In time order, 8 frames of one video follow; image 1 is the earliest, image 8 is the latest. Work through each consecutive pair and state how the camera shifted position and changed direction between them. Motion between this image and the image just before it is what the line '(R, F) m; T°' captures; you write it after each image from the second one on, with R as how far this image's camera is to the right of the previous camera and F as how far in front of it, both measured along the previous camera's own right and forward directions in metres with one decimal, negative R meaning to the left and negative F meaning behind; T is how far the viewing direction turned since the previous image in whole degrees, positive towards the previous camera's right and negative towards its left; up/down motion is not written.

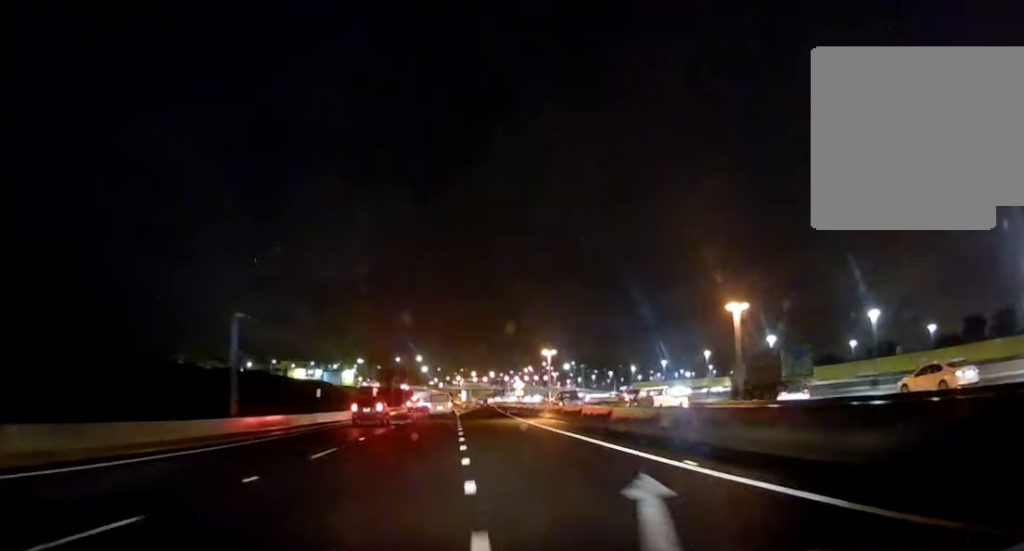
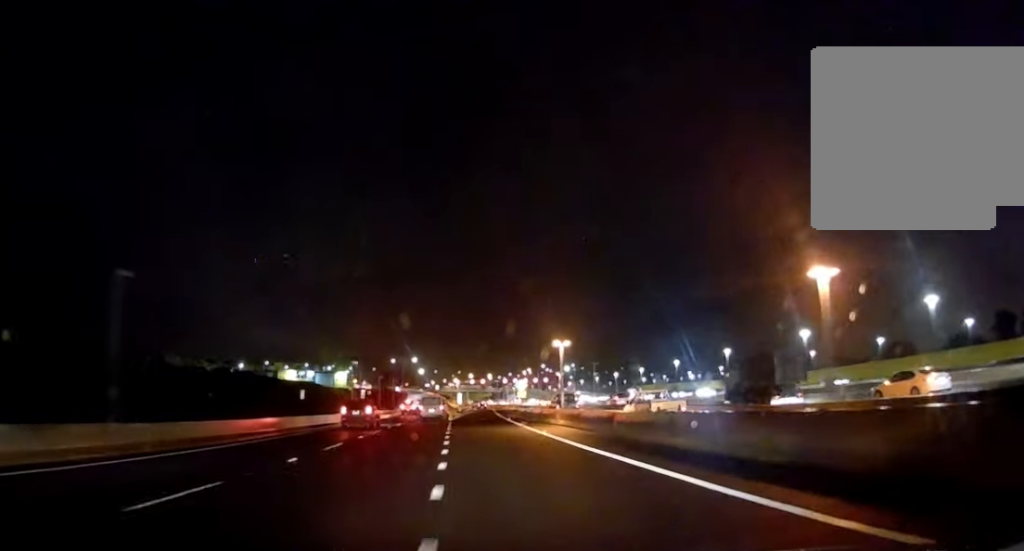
(-0.4, +8.3) m; 0°
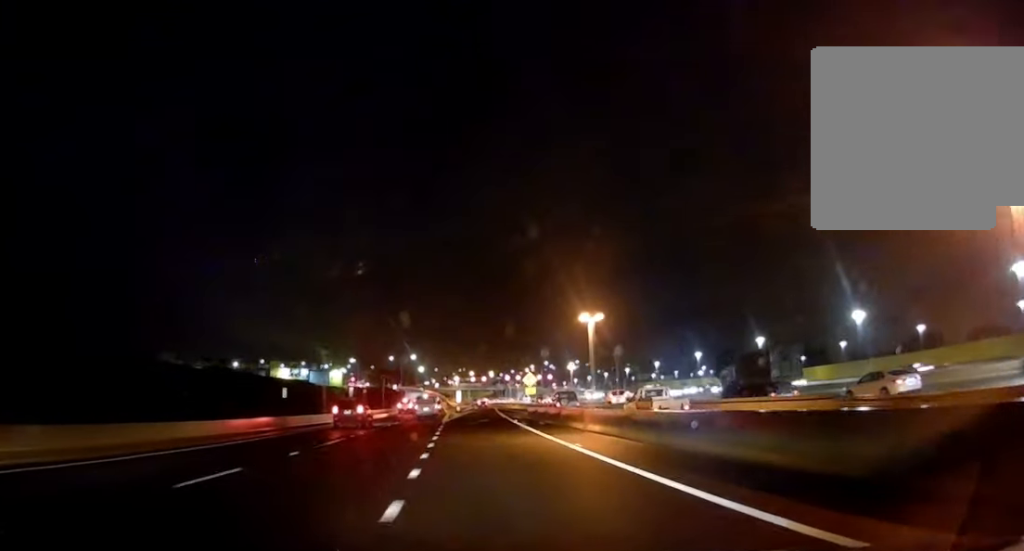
(-0.4, +9.6) m; 0°
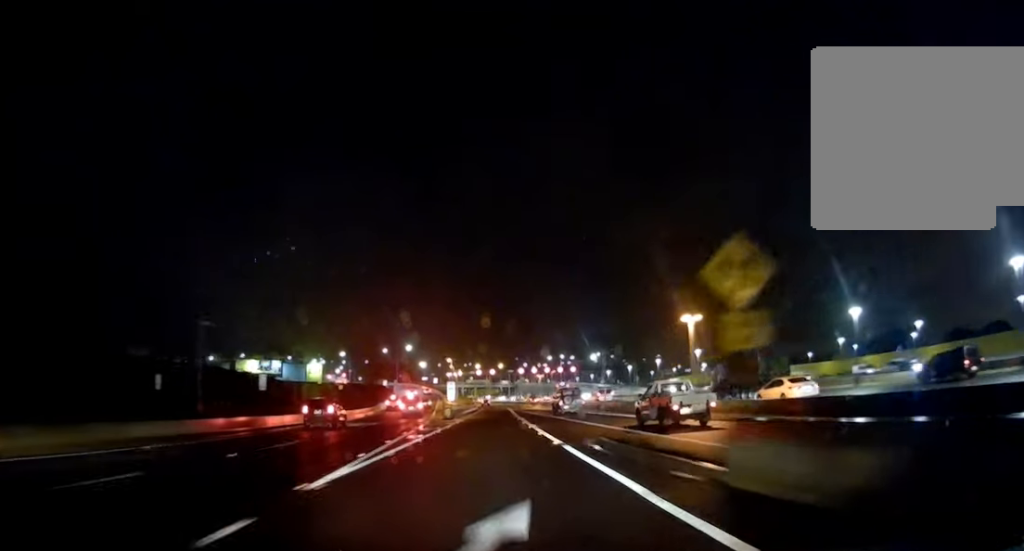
(+1.9, +38.0) m; +3°
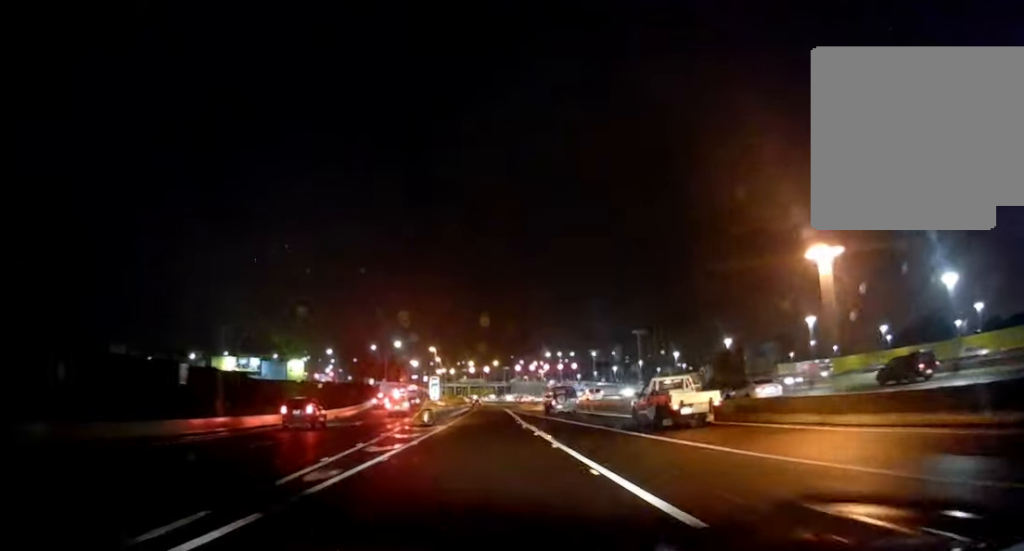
(0.0, +12.9) m; 0°
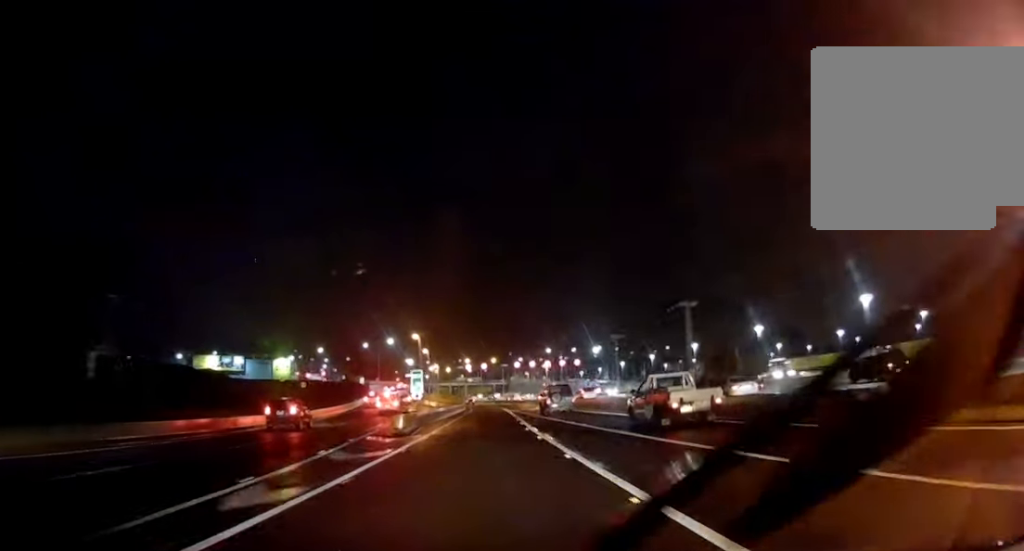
(0.0, +9.5) m; 0°
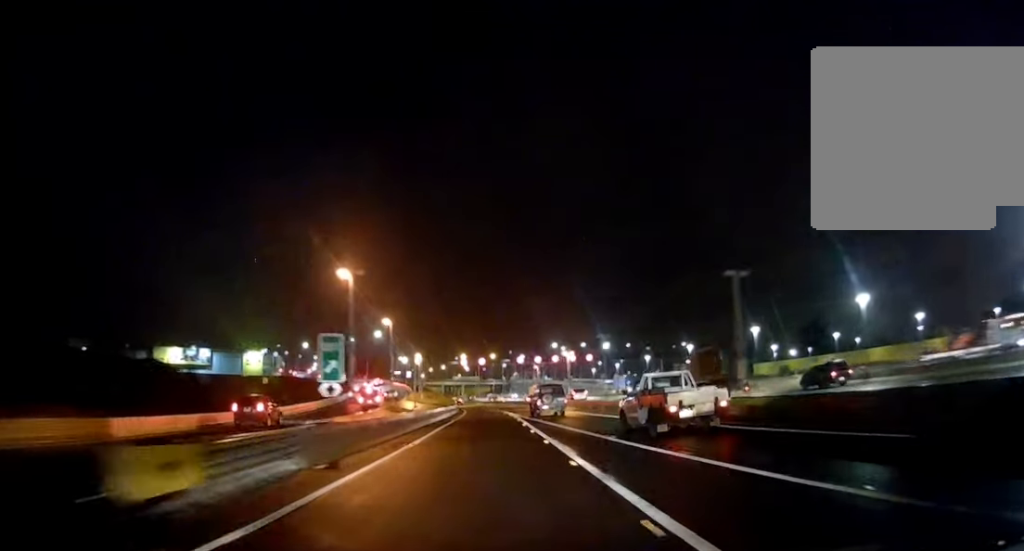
(0.0, +19.9) m; 0°
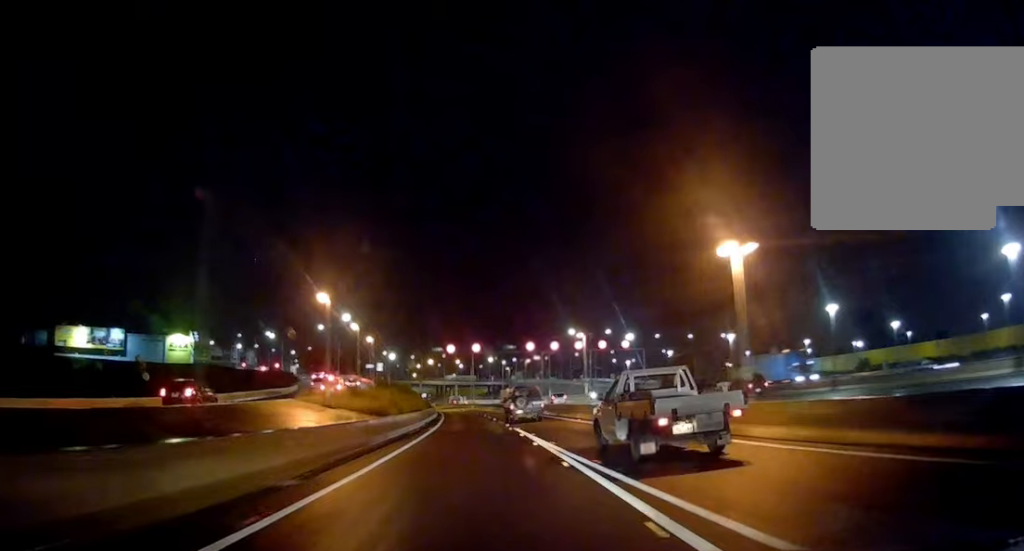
(+0.1, +36.1) m; 0°
